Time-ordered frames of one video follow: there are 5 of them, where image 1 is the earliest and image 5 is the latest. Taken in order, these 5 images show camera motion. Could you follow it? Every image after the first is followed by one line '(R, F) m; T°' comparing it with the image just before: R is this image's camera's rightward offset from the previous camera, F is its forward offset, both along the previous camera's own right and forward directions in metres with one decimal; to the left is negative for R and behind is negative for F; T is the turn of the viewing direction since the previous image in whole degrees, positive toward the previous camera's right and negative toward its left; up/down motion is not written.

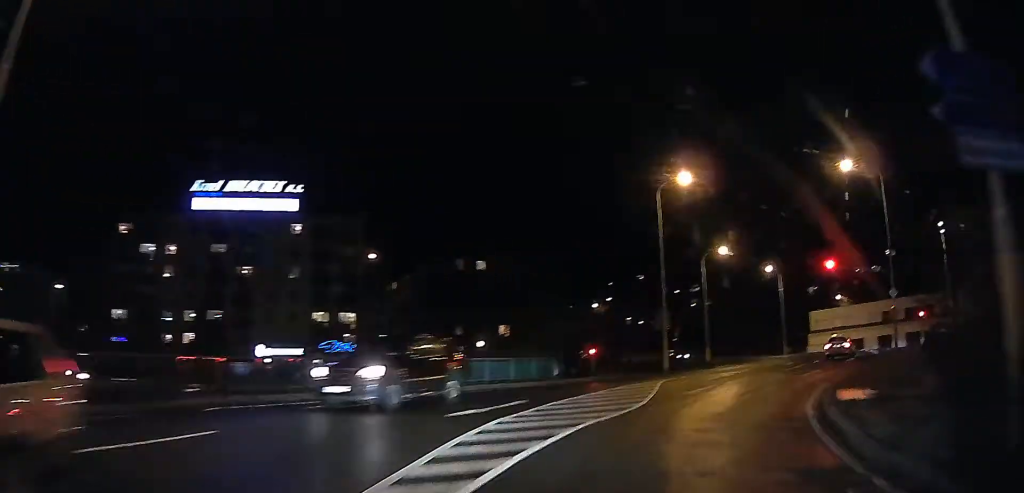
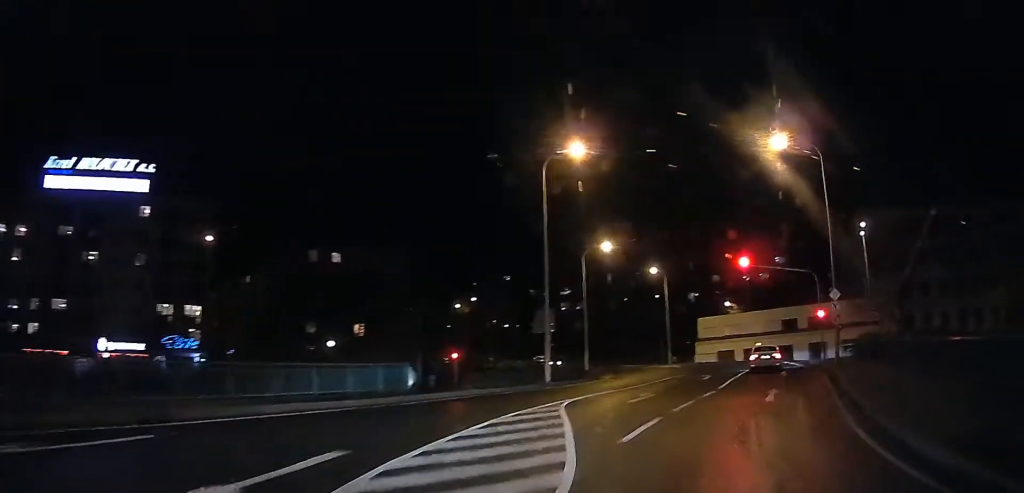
(0.0, +7.7) m; +6°
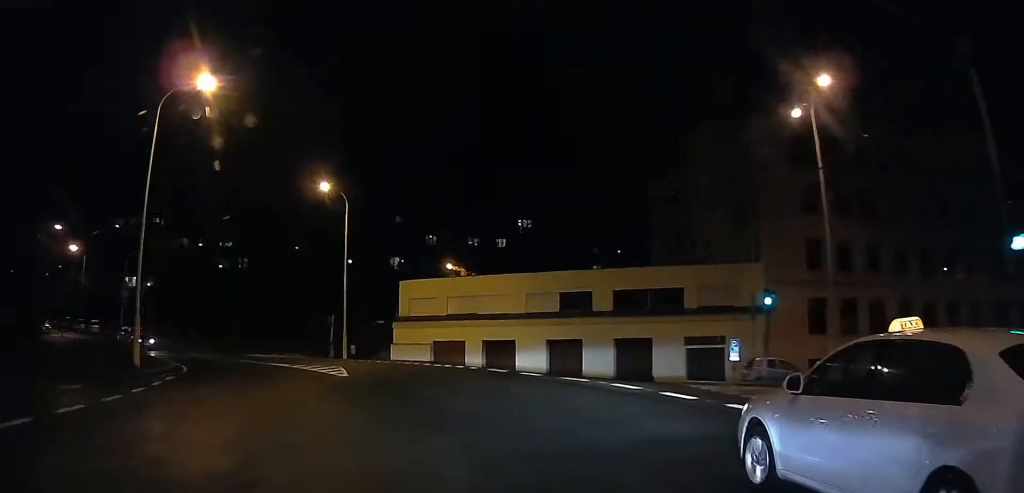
(+19.2, +33.5) m; +38°
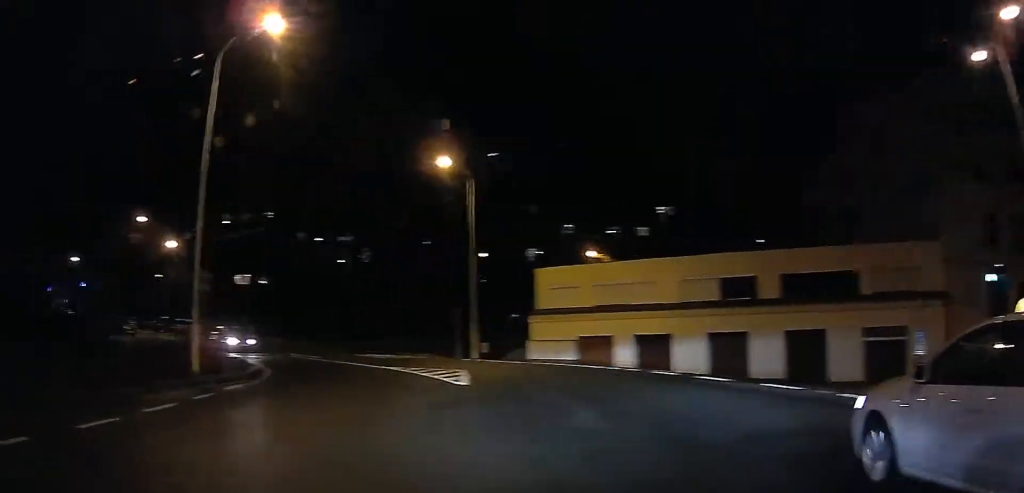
(0.0, +7.1) m; -12°
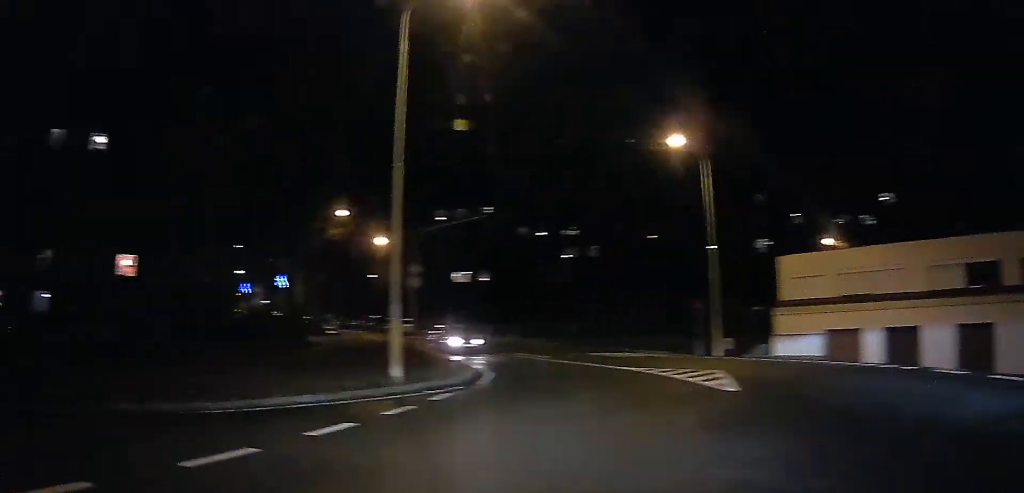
(+0.1, +4.0) m; -13°
